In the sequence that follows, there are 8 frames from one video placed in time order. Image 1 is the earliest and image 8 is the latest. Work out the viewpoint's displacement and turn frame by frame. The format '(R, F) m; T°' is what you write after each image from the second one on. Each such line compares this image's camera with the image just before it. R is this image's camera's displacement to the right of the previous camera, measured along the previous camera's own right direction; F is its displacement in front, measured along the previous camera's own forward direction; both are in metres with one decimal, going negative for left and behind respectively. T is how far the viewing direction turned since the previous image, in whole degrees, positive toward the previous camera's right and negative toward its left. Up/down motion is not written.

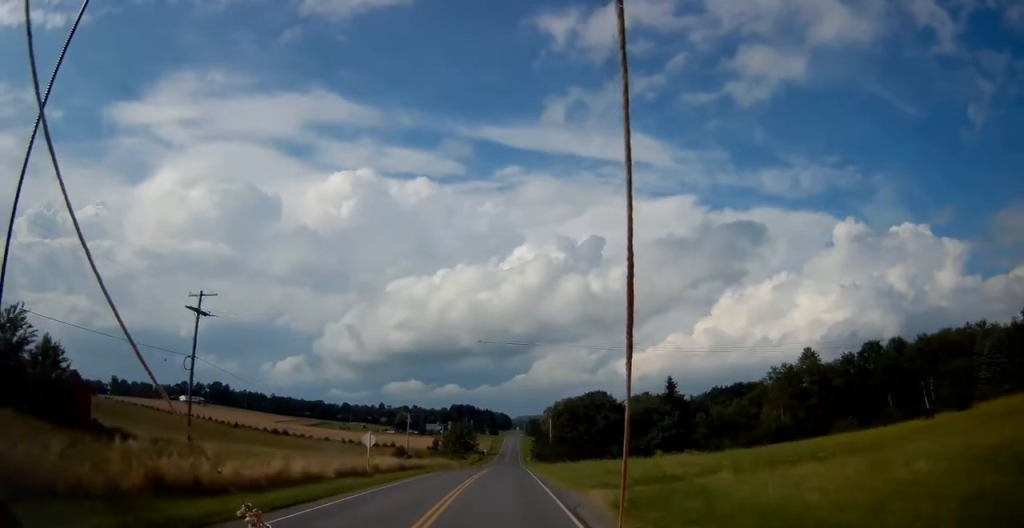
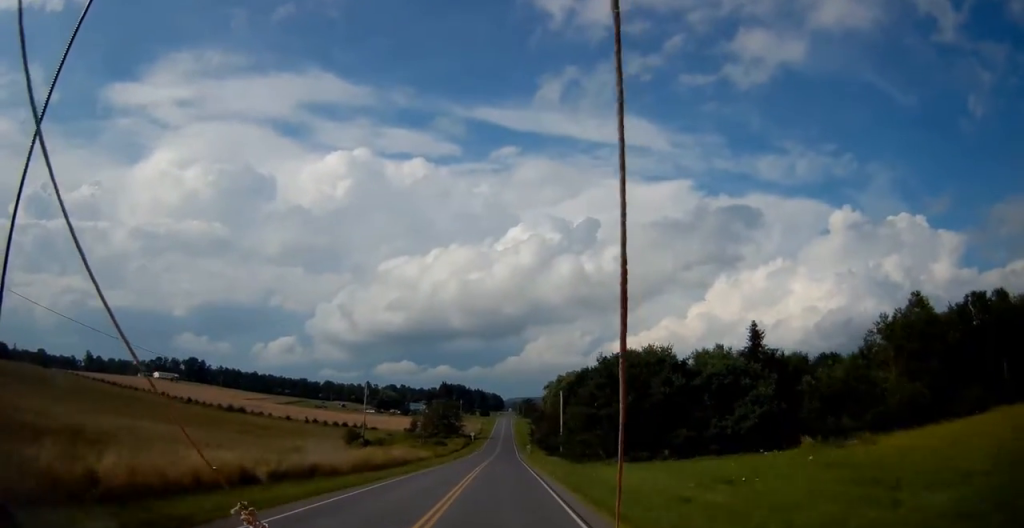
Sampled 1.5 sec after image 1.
(-0.1, +30.6) m; +1°
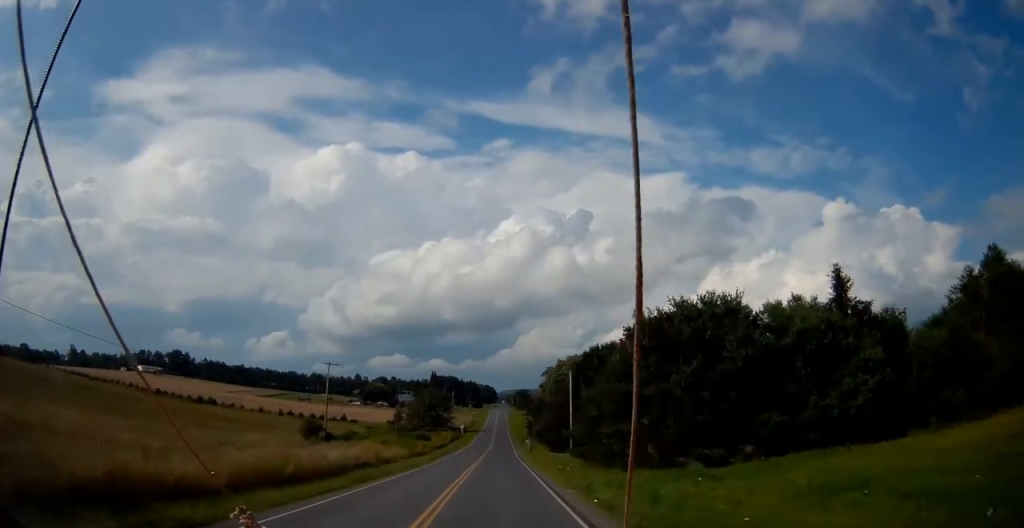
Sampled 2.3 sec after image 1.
(+0.2, +15.8) m; +1°
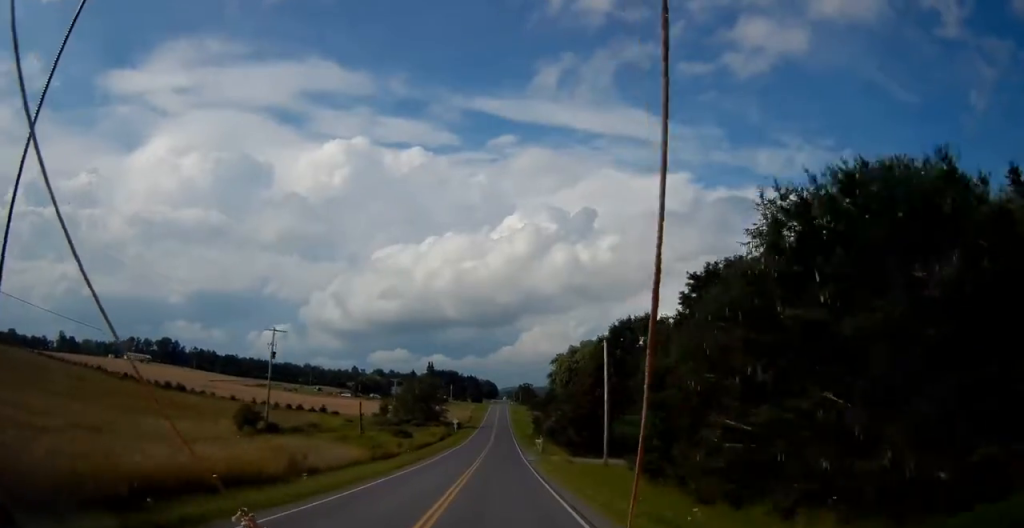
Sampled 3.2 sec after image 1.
(+0.1, +18.2) m; 0°
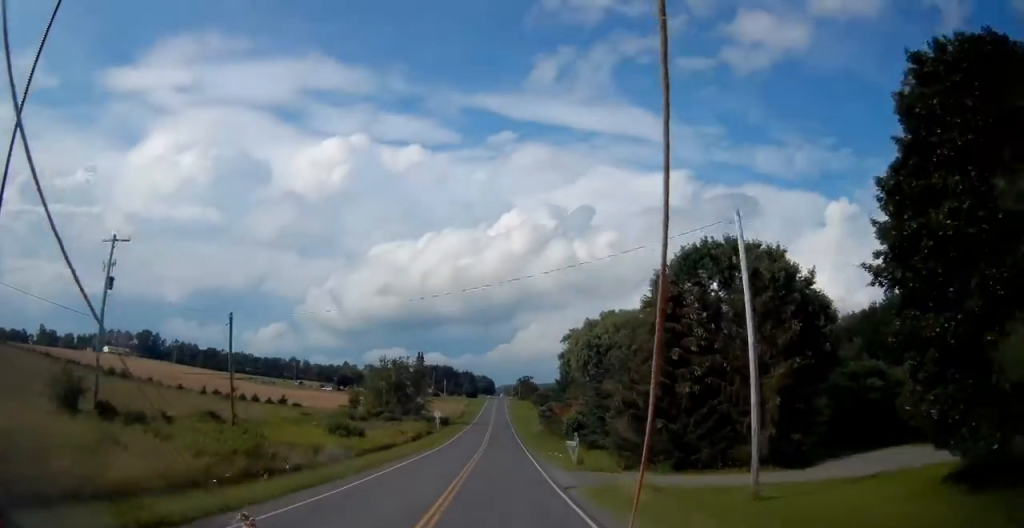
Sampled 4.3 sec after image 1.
(-0.1, +24.3) m; 0°
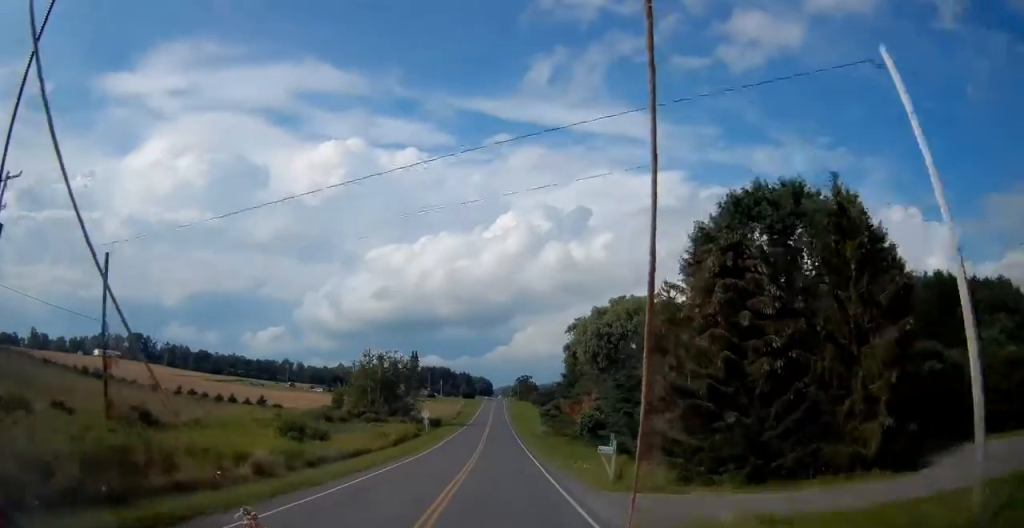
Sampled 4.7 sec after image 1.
(0.0, +9.3) m; 0°
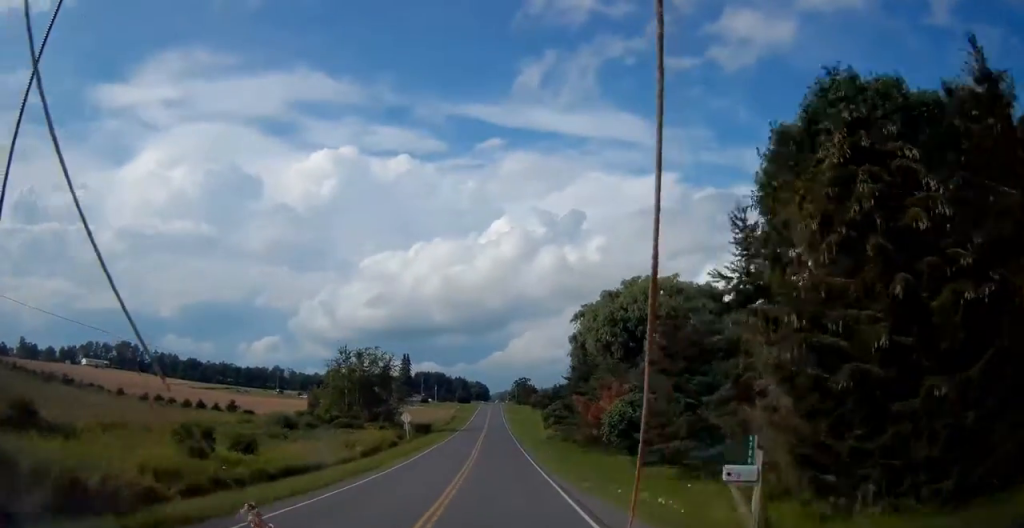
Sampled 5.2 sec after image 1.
(0.0, +10.9) m; 0°
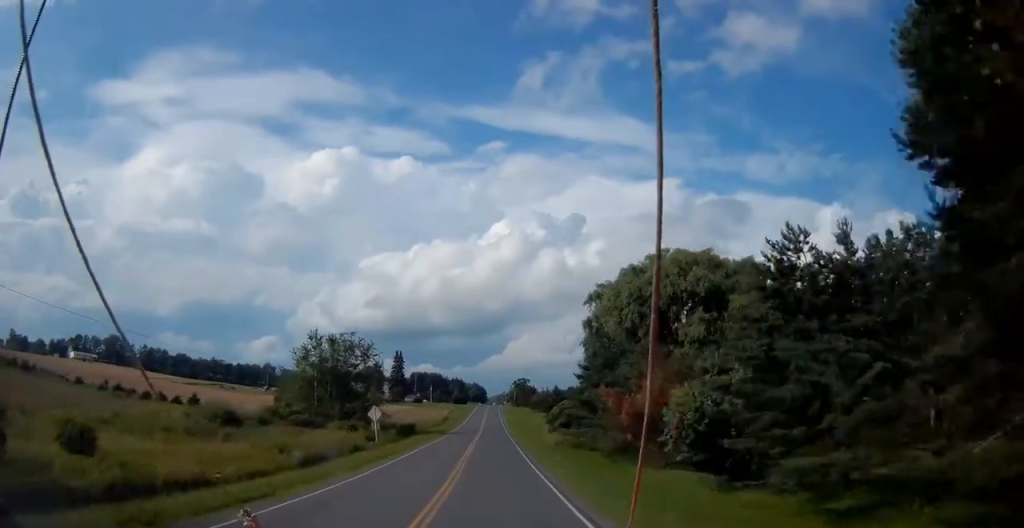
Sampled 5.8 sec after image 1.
(-0.1, +11.6) m; 0°
